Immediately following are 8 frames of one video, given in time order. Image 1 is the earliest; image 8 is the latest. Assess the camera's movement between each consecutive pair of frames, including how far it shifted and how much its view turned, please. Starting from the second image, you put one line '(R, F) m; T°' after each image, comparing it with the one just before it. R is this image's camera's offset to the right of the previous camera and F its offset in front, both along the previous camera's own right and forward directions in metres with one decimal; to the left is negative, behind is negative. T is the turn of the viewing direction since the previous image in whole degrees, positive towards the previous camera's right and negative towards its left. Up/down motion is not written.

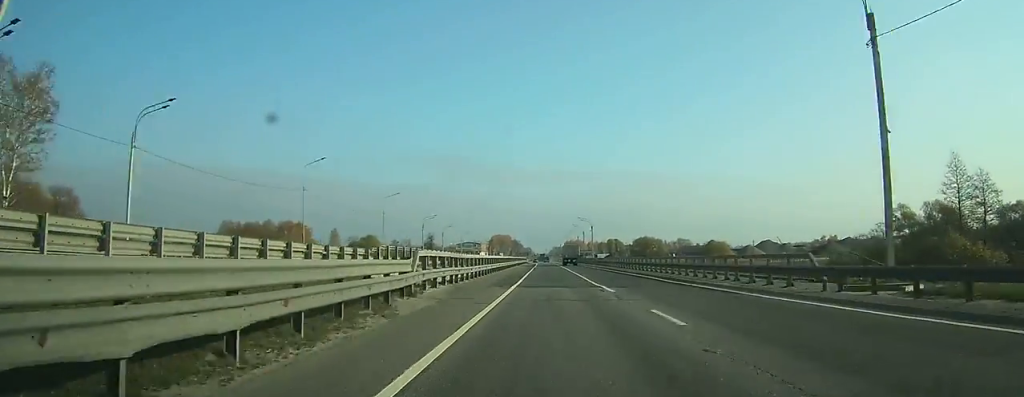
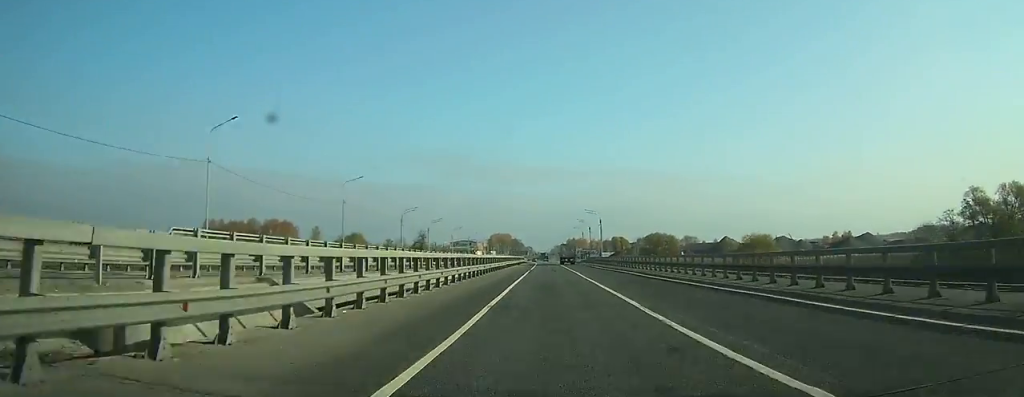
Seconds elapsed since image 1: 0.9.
(0.0, +19.3) m; 0°
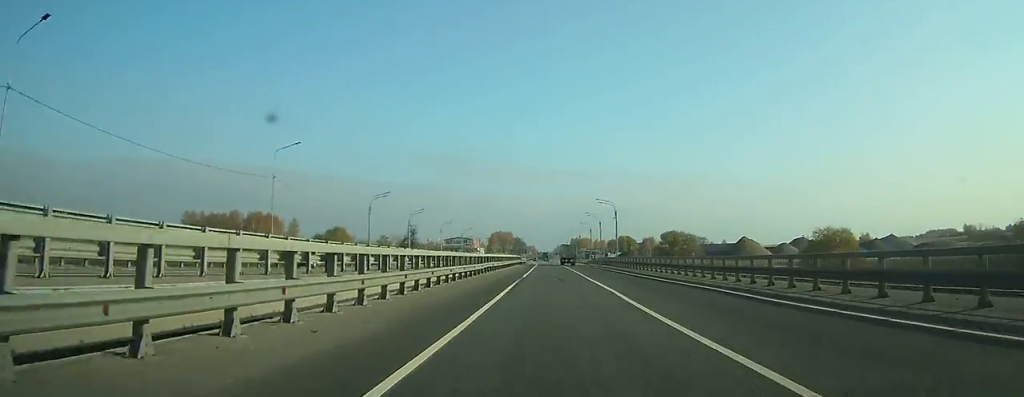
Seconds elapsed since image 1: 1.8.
(0.0, +21.1) m; 0°
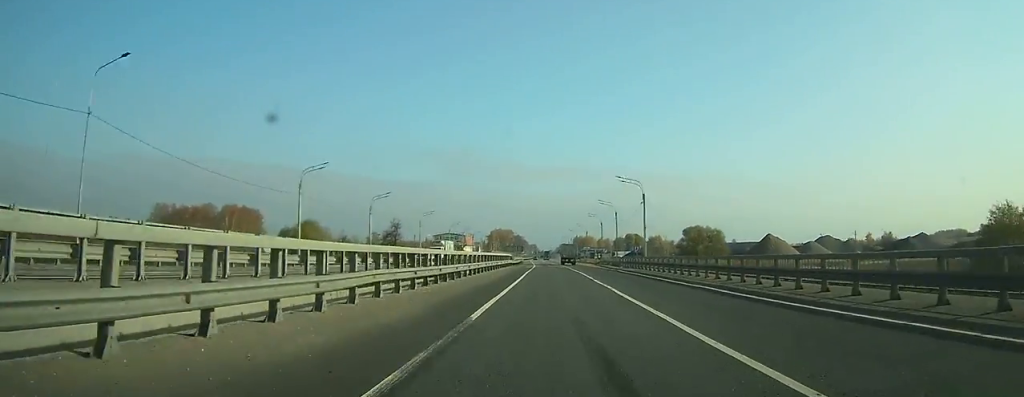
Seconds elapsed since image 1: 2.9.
(+0.1, +25.8) m; 0°
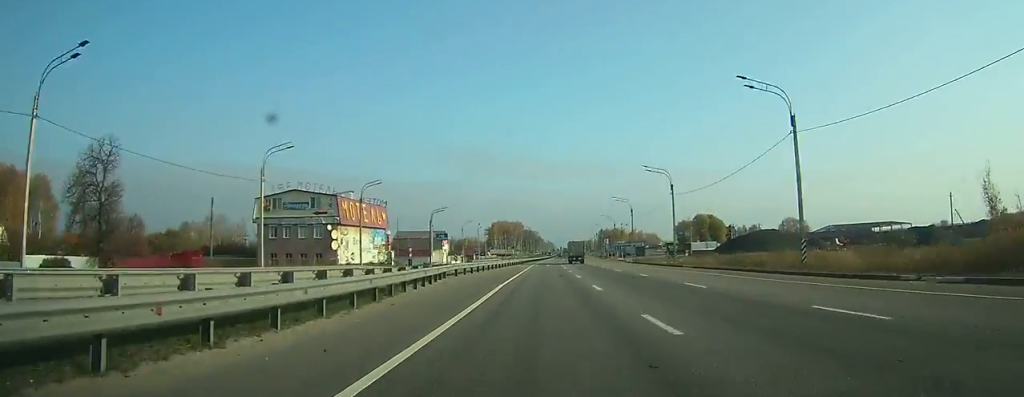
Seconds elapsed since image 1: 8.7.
(-2.8, +140.7) m; -2°
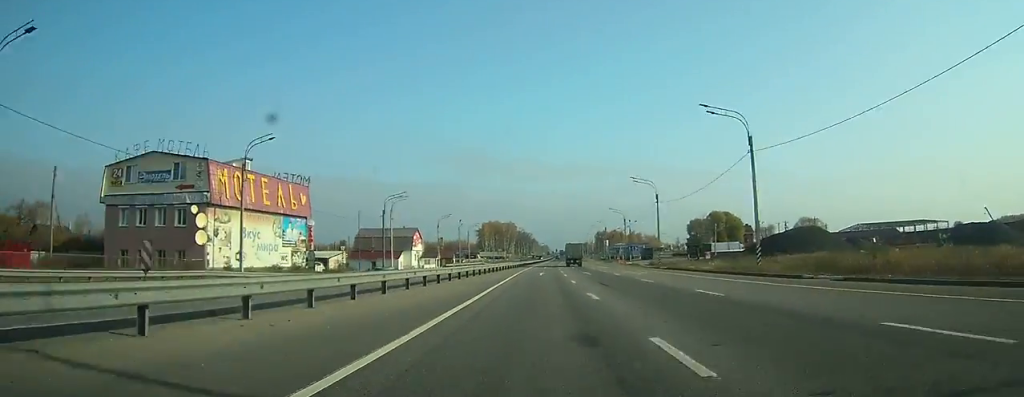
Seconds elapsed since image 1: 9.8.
(0.0, +26.1) m; 0°
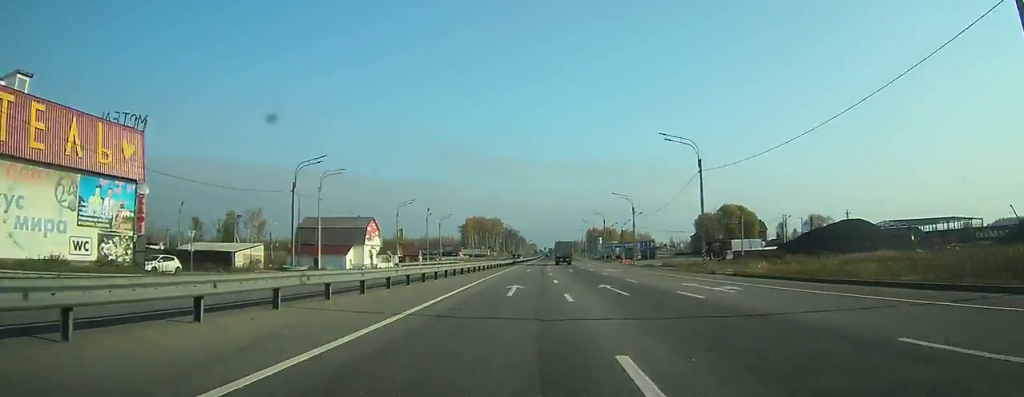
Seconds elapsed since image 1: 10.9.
(-0.1, +24.3) m; 0°
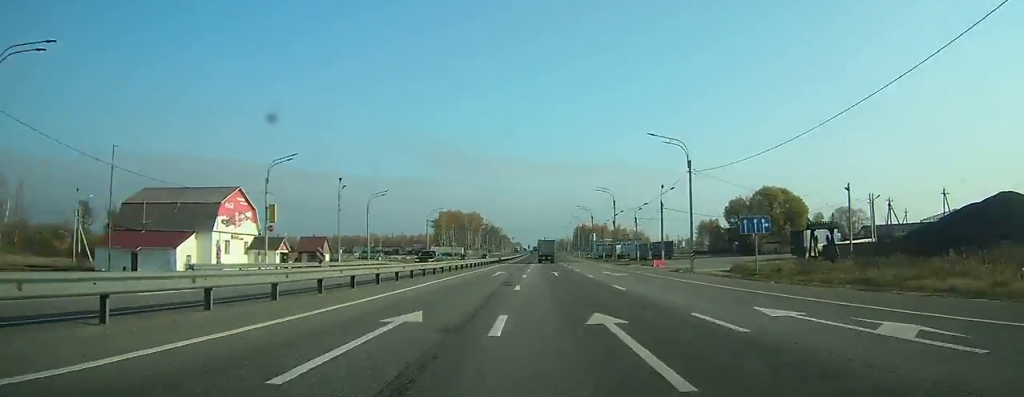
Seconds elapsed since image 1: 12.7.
(+0.4, +41.9) m; +1°
